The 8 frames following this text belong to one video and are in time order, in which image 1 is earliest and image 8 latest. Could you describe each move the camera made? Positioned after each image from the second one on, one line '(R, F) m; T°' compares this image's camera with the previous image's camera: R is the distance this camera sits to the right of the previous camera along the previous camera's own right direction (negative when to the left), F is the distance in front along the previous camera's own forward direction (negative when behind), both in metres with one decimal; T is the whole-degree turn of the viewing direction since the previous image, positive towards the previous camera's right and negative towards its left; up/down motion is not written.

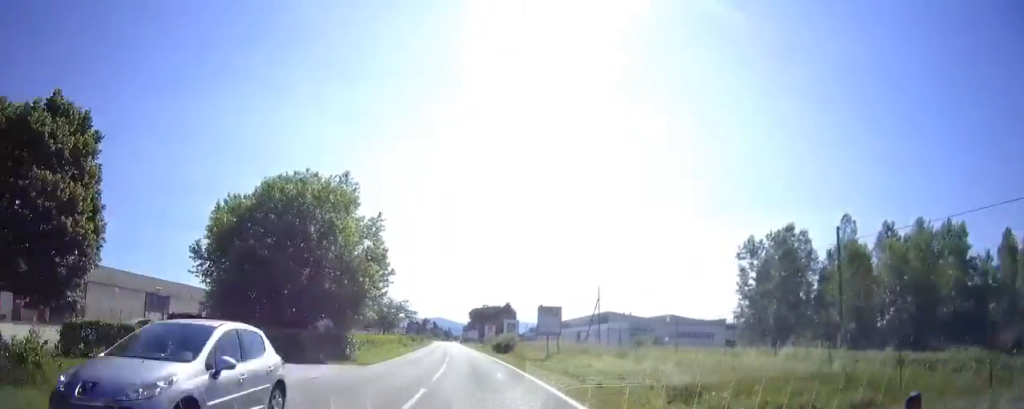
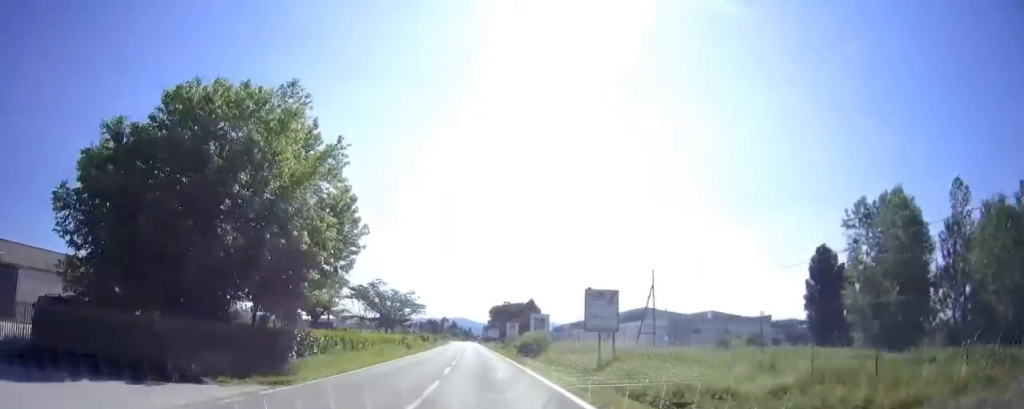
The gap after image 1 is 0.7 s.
(0.0, +12.9) m; 0°
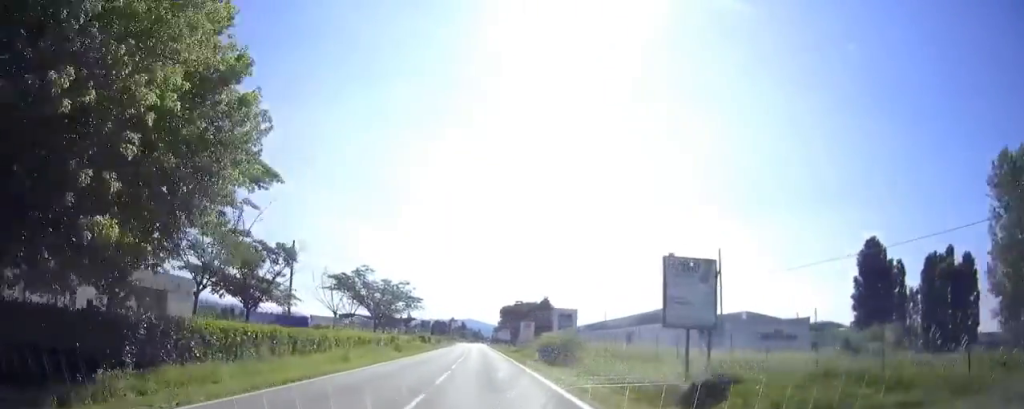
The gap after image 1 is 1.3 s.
(0.0, +11.7) m; -1°
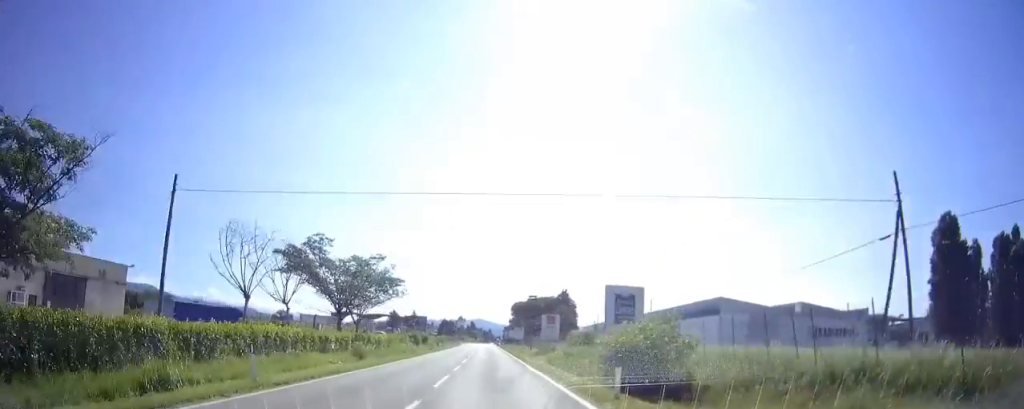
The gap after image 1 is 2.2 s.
(-0.1, +16.0) m; -1°
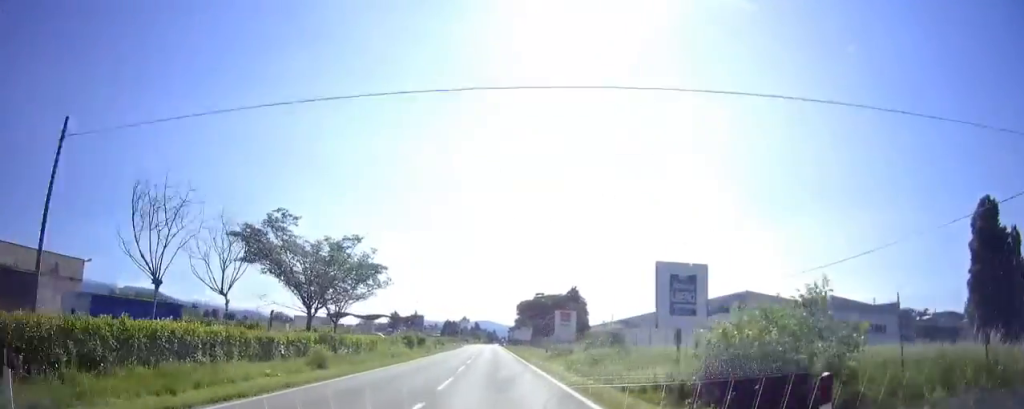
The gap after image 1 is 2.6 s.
(-0.1, +8.0) m; -1°
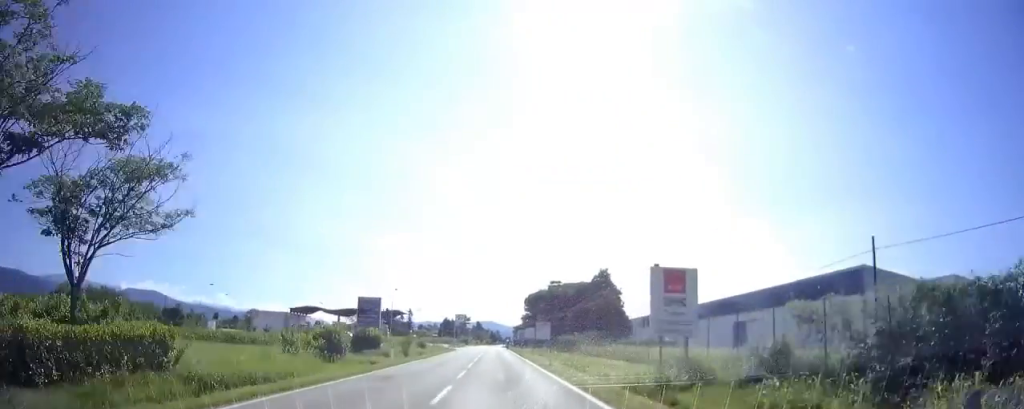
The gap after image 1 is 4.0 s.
(-0.2, +25.1) m; 0°
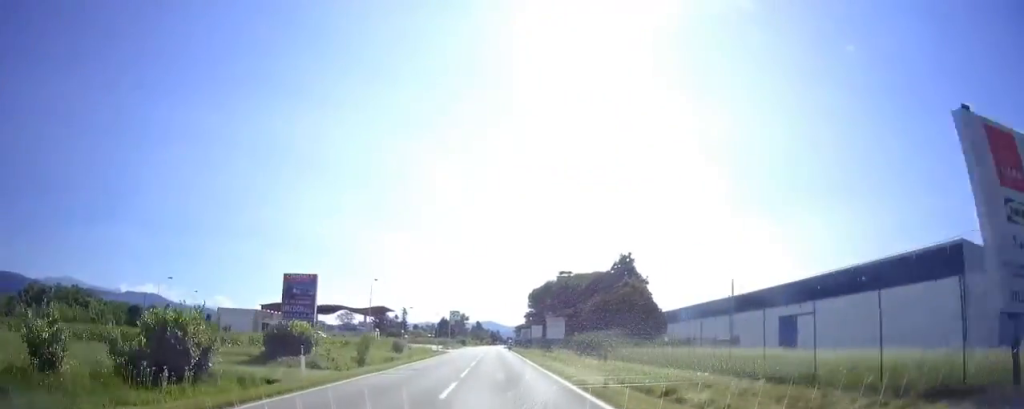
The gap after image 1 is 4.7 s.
(0.0, +13.4) m; 0°
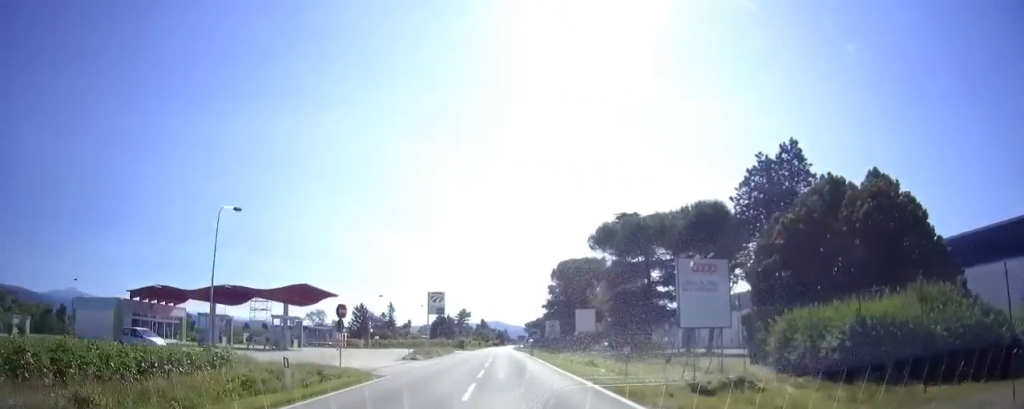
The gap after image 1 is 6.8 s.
(0.0, +37.5) m; 0°
